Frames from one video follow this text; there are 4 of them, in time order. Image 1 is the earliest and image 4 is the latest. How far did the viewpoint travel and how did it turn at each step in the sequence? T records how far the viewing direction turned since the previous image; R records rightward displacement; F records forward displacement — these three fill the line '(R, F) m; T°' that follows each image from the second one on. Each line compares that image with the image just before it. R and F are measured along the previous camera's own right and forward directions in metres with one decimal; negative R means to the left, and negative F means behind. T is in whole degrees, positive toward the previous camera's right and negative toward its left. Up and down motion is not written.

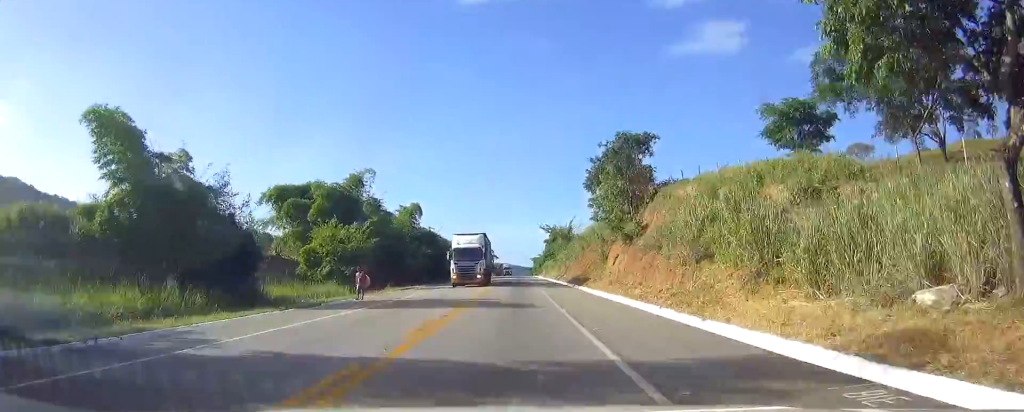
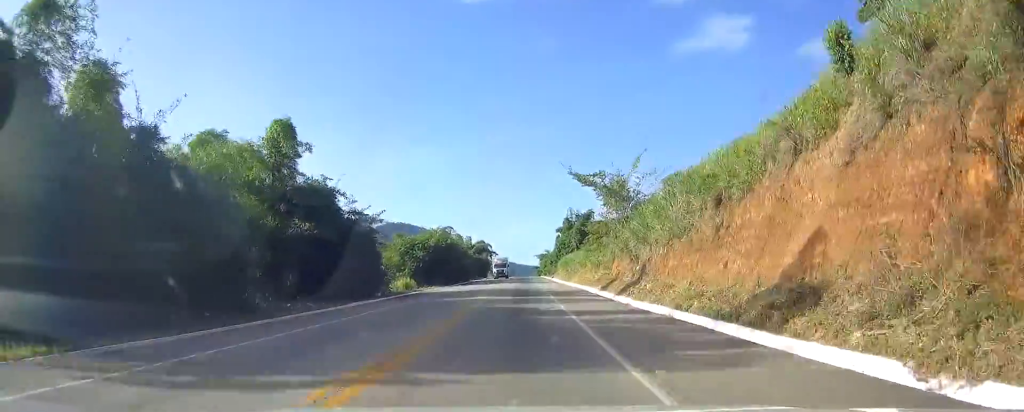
(-0.4, +54.9) m; -1°
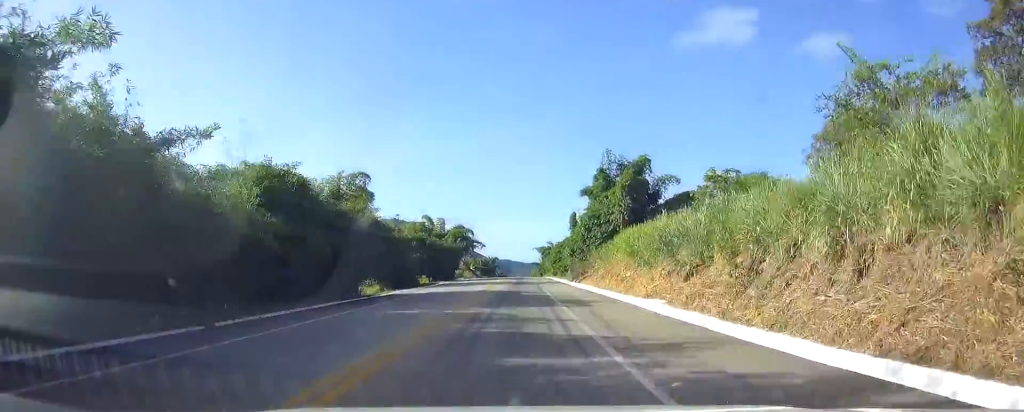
(-0.2, +73.7) m; 0°
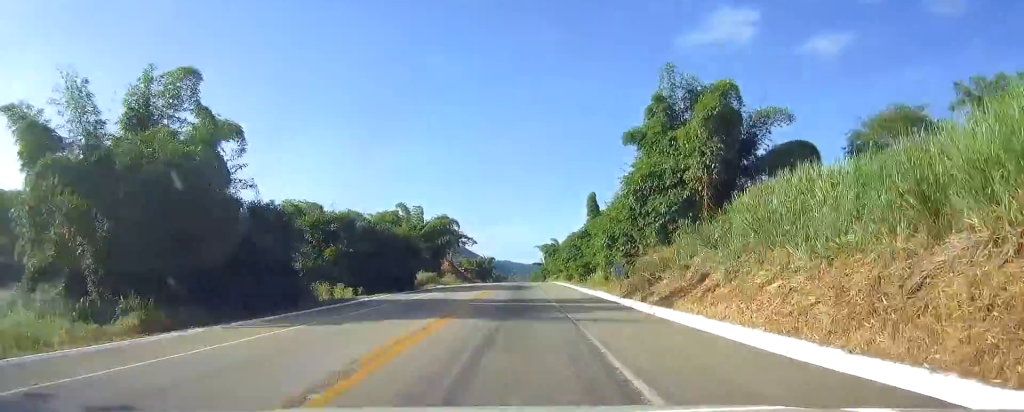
(+0.1, +35.7) m; 0°
